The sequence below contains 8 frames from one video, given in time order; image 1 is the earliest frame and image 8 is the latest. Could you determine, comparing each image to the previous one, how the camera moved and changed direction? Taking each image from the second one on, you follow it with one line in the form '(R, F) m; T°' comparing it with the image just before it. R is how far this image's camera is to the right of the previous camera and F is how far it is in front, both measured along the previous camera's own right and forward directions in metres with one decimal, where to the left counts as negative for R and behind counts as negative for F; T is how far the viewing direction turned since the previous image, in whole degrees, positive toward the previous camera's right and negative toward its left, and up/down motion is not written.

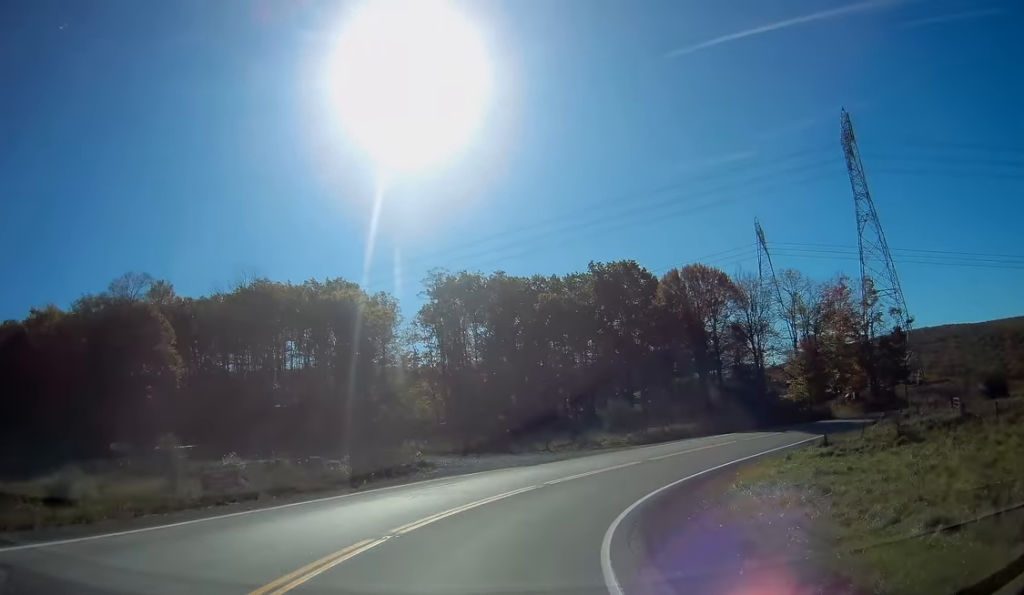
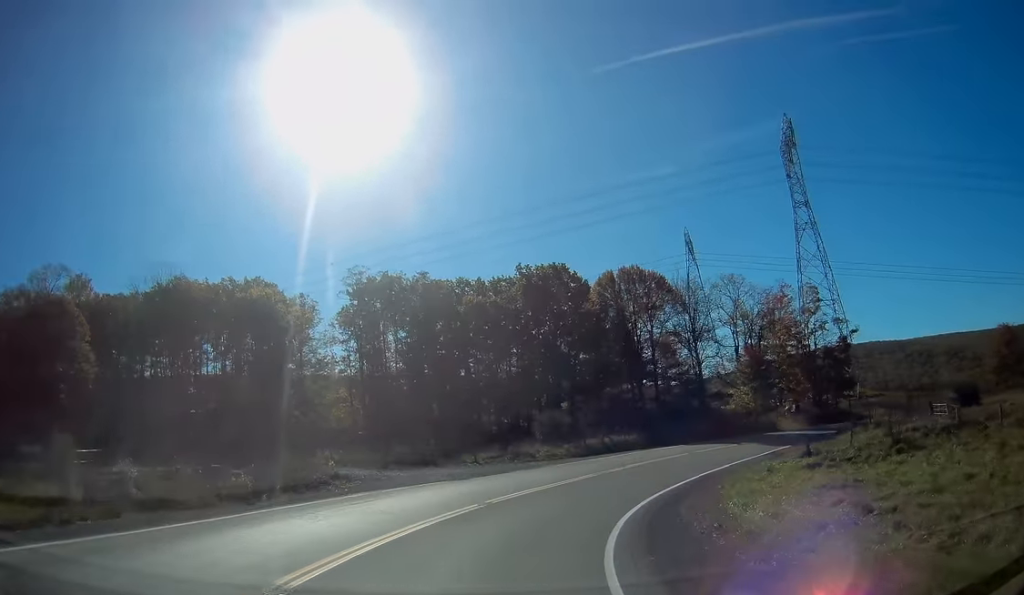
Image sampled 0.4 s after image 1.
(+0.5, +5.4) m; +8°
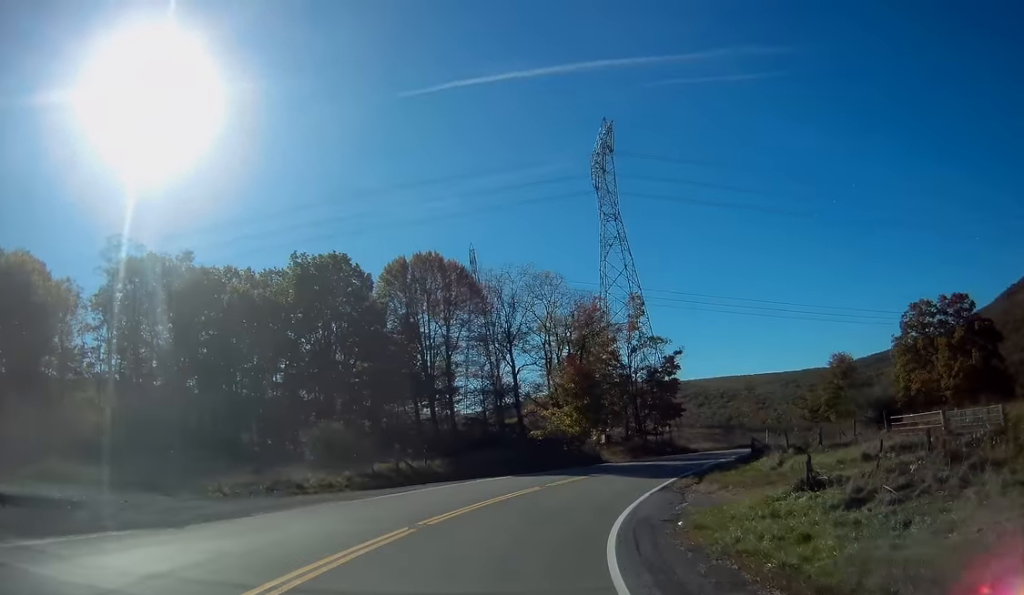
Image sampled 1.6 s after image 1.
(+2.5, +14.9) m; +20°
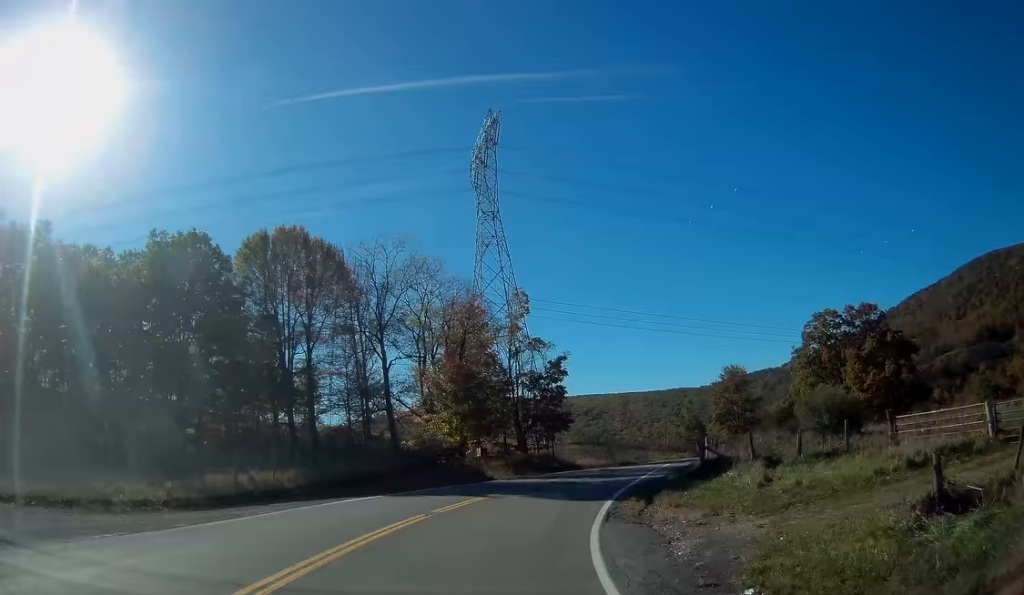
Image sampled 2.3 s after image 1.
(+1.1, +8.8) m; +11°
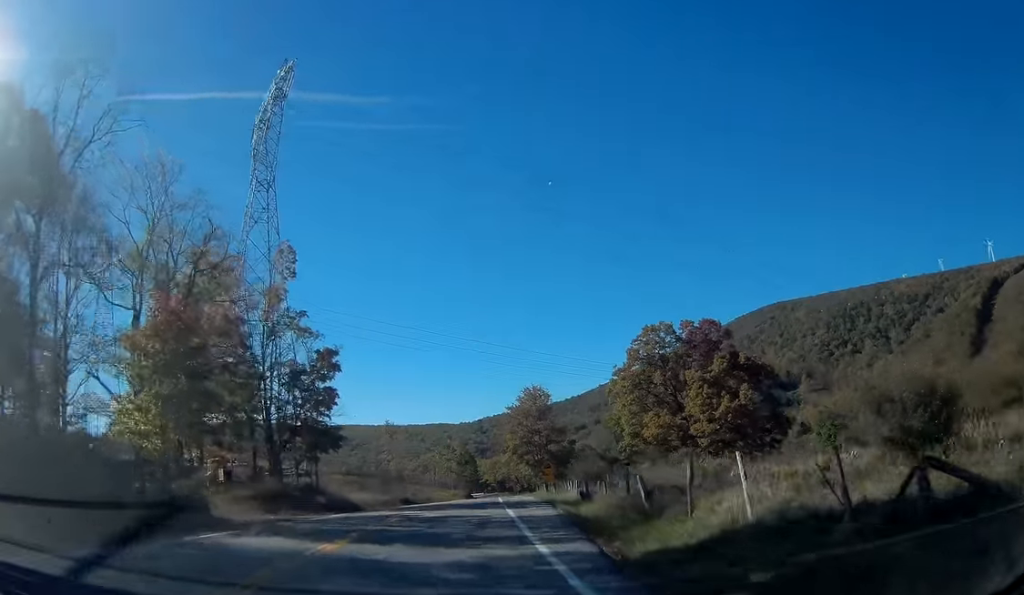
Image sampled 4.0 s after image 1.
(+4.3, +20.7) m; +20°
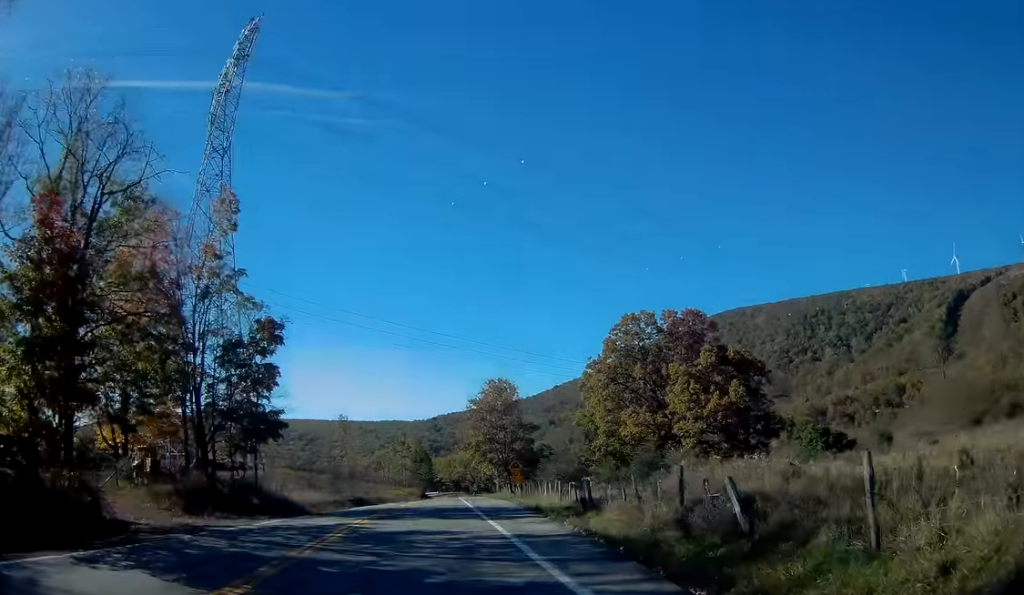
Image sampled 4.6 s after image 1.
(+0.3, +8.1) m; +4°
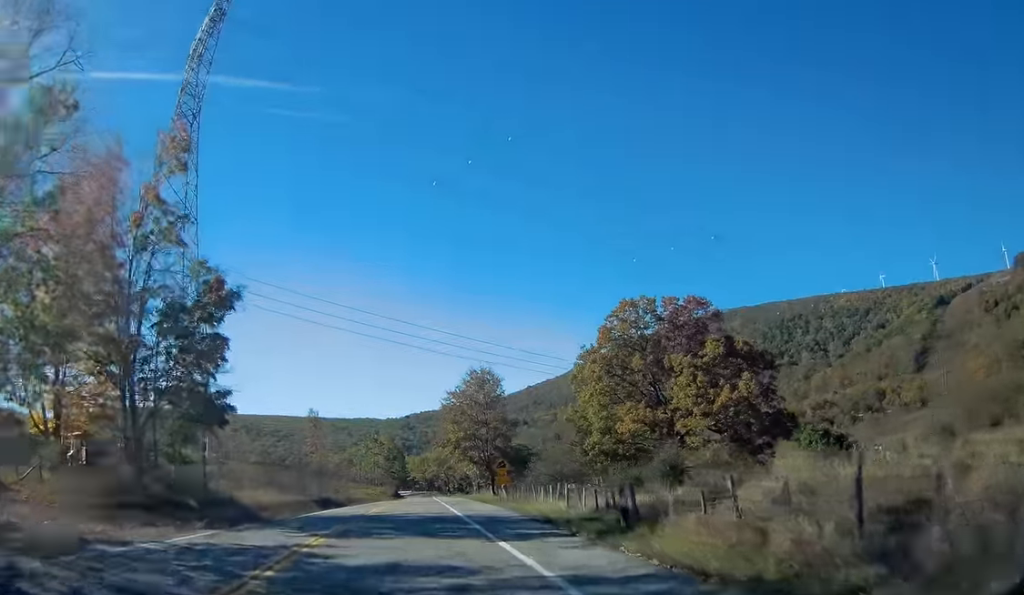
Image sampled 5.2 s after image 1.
(+0.4, +7.7) m; +3°
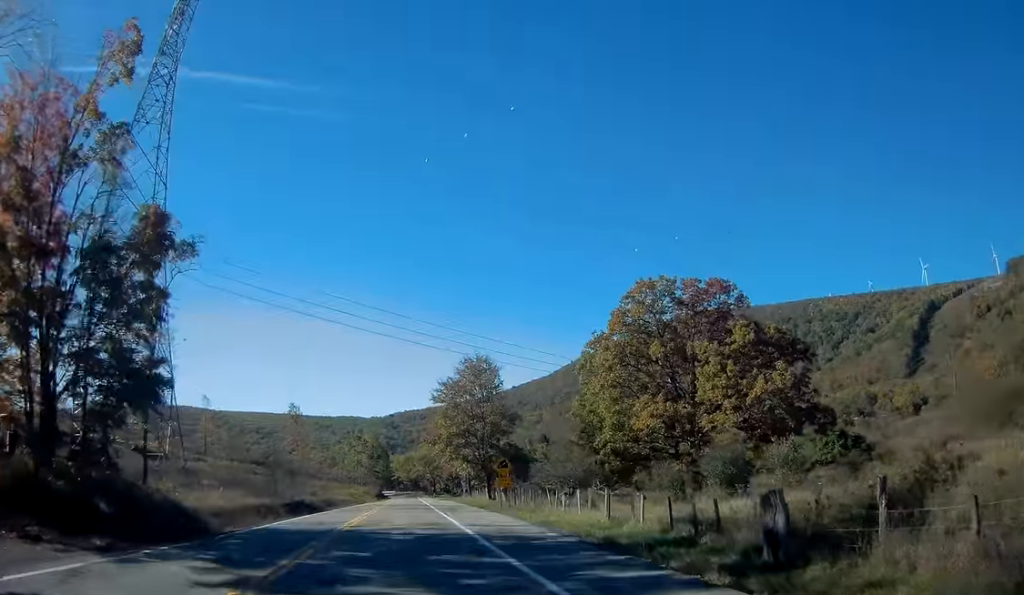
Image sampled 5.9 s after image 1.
(+0.3, +8.5) m; +3°
